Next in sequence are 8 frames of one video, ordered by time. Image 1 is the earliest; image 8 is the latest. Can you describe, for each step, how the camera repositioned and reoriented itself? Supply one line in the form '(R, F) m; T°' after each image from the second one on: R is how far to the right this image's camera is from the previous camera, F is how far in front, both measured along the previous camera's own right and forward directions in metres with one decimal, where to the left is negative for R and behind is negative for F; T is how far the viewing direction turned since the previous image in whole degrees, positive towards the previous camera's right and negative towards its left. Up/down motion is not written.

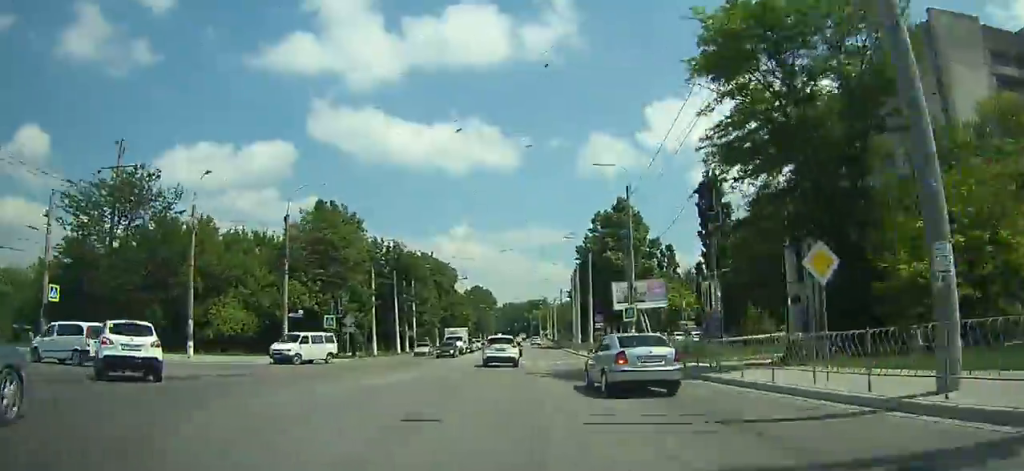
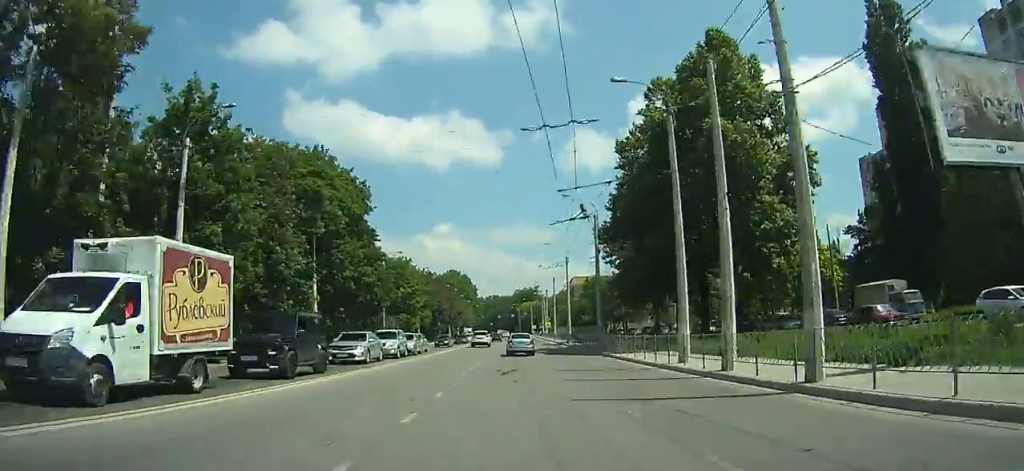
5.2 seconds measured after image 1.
(+1.3, +55.0) m; +1°
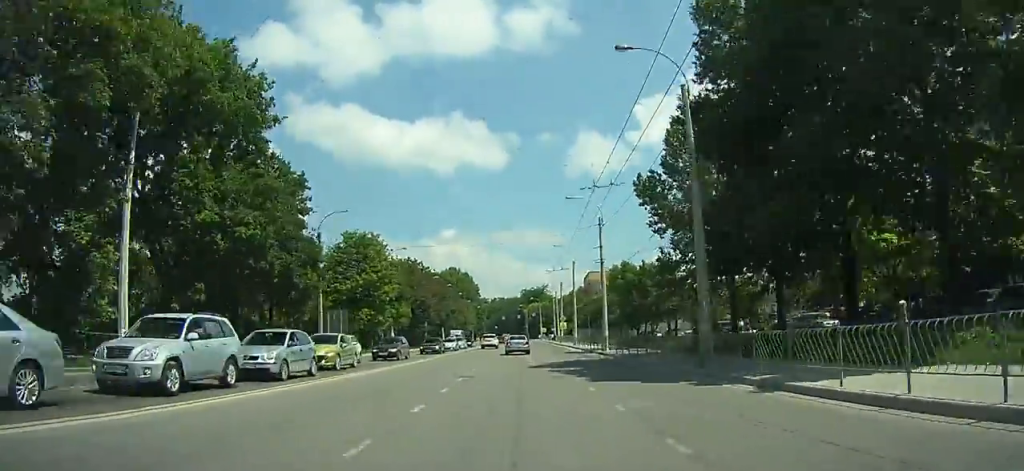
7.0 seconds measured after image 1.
(+0.1, +22.1) m; -1°
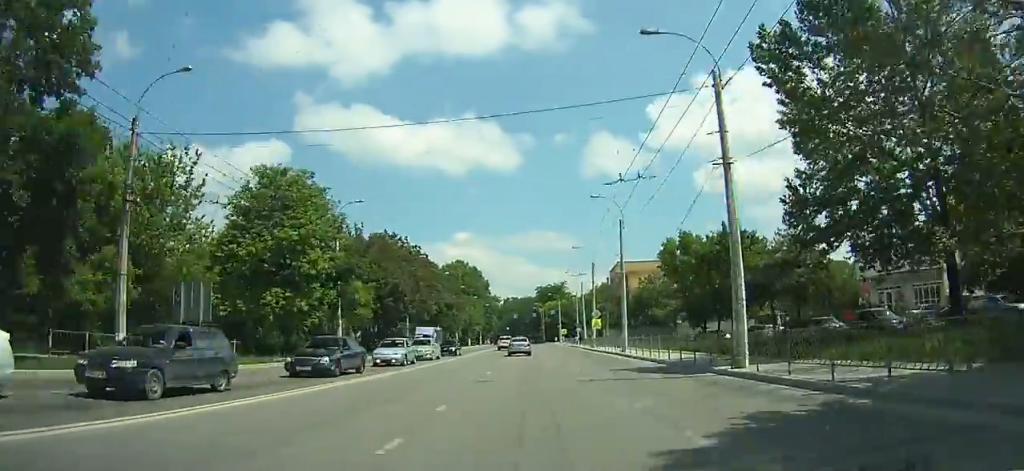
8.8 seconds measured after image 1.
(-0.3, +23.2) m; -2°
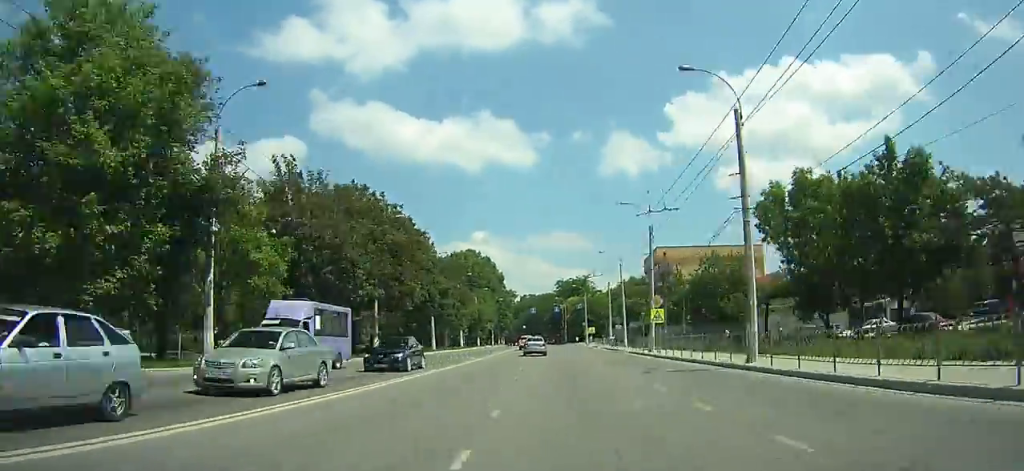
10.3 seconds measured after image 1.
(-0.3, +19.1) m; -1°
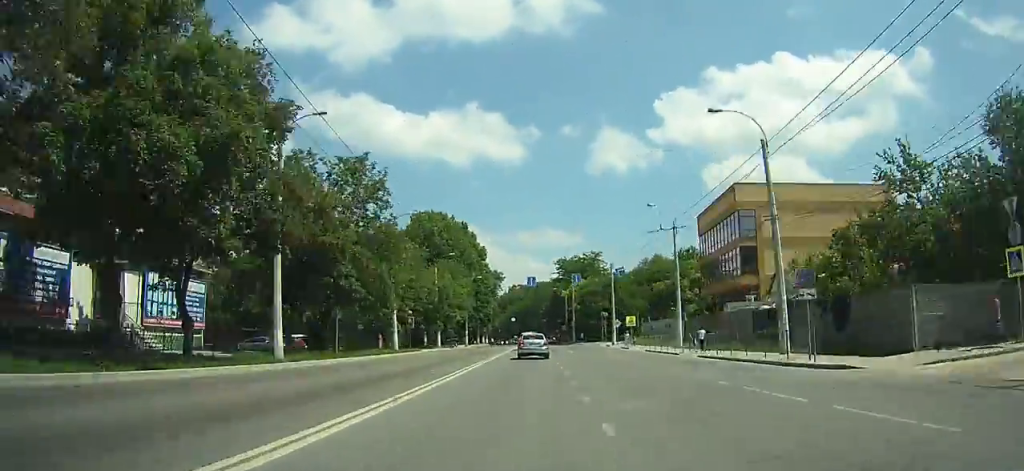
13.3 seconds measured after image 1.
(-0.5, +36.0) m; -1°
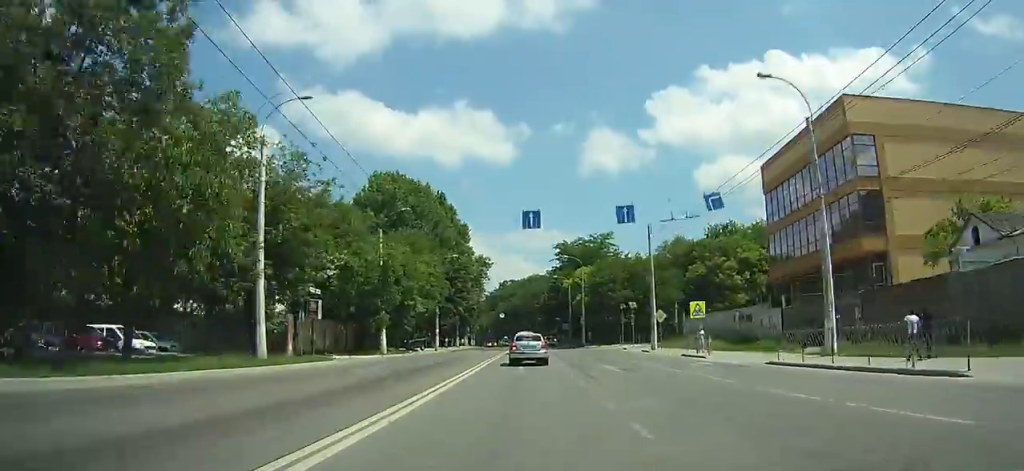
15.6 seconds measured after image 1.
(+0.1, +23.9) m; 0°
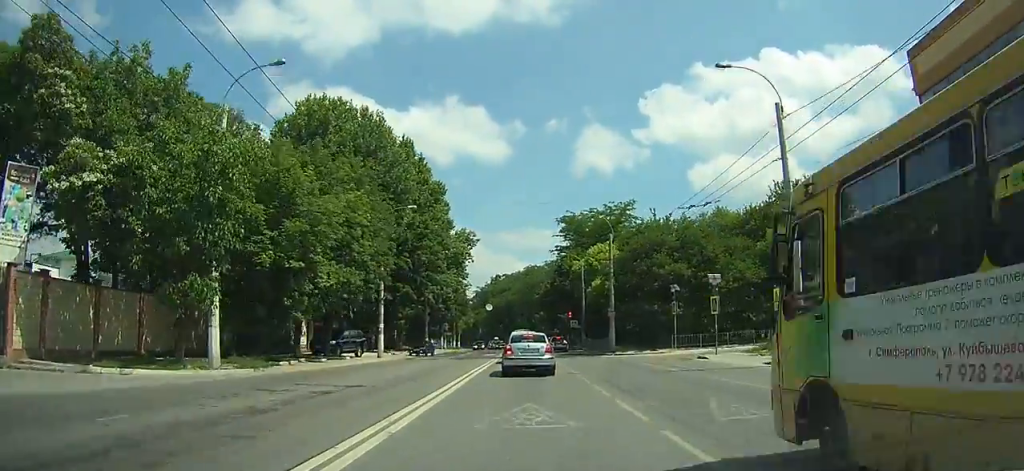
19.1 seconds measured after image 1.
(-0.1, +25.6) m; -1°
